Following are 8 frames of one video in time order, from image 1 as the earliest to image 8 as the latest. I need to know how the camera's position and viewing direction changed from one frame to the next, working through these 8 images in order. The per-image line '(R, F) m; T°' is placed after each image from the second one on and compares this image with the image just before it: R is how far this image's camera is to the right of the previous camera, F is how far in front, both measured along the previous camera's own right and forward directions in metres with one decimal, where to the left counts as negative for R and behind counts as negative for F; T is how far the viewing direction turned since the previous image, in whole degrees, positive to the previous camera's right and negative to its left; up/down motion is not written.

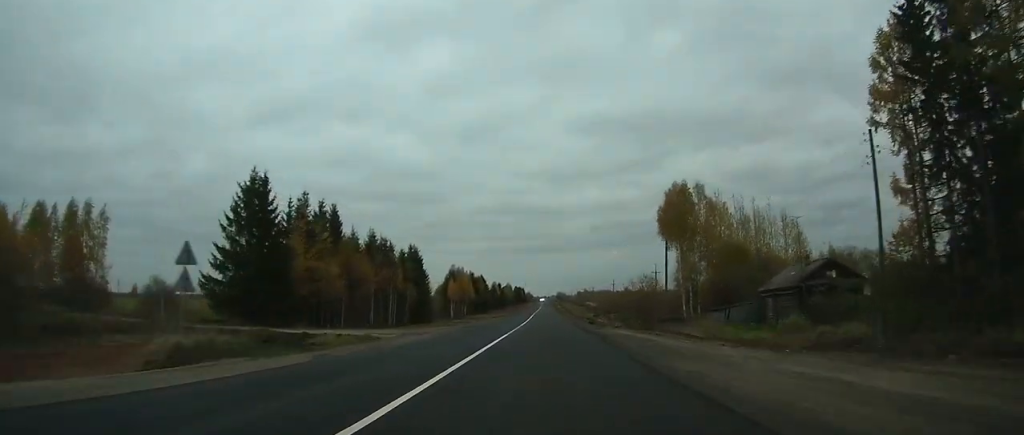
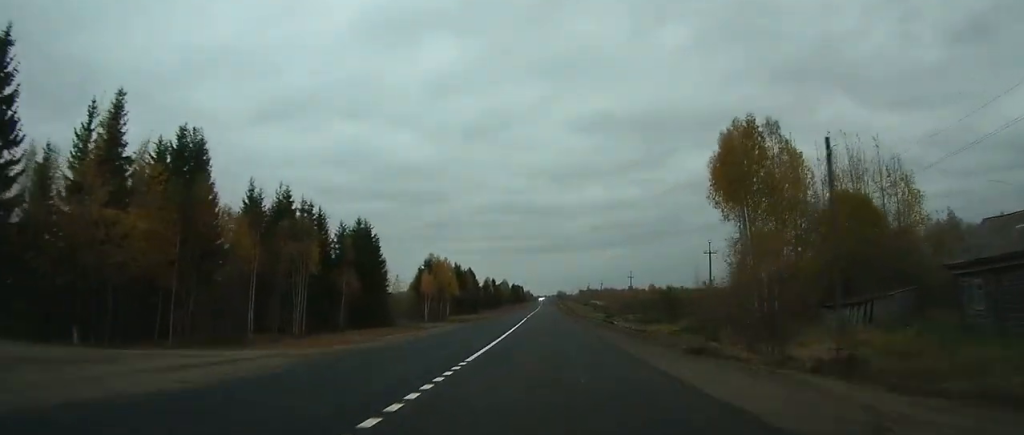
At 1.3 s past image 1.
(0.0, +33.5) m; 0°
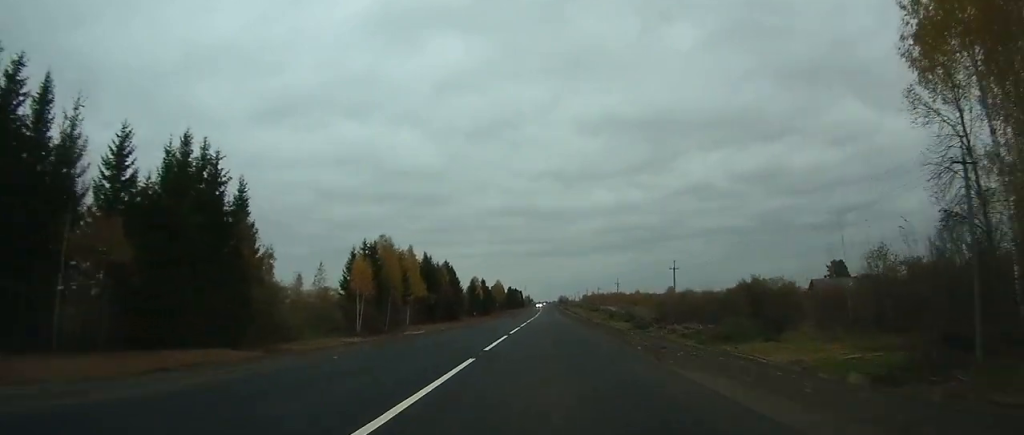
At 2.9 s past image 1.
(0.0, +44.0) m; 0°
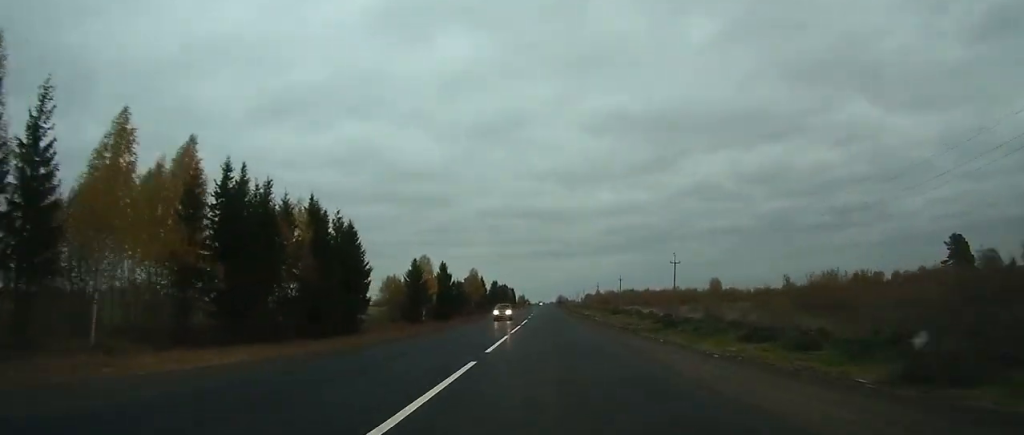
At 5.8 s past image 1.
(+0.1, +72.6) m; 0°
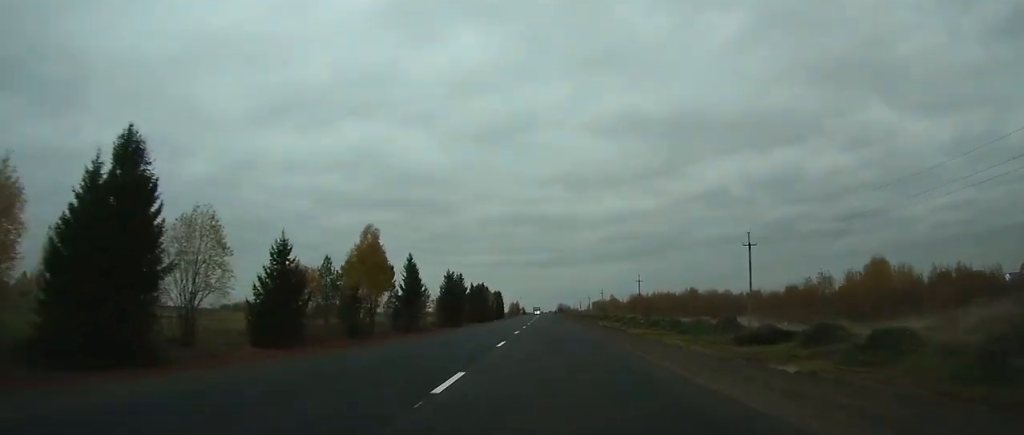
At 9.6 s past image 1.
(+0.1, +96.3) m; 0°
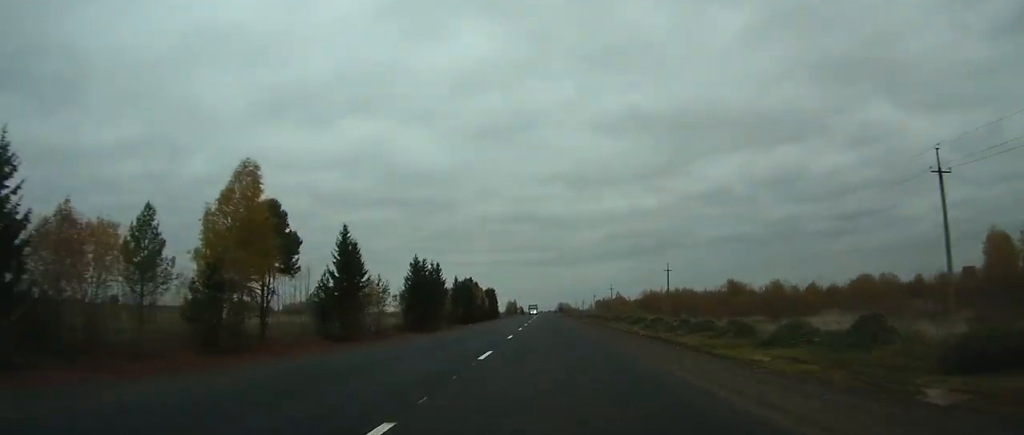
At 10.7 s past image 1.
(0.0, +30.8) m; 0°
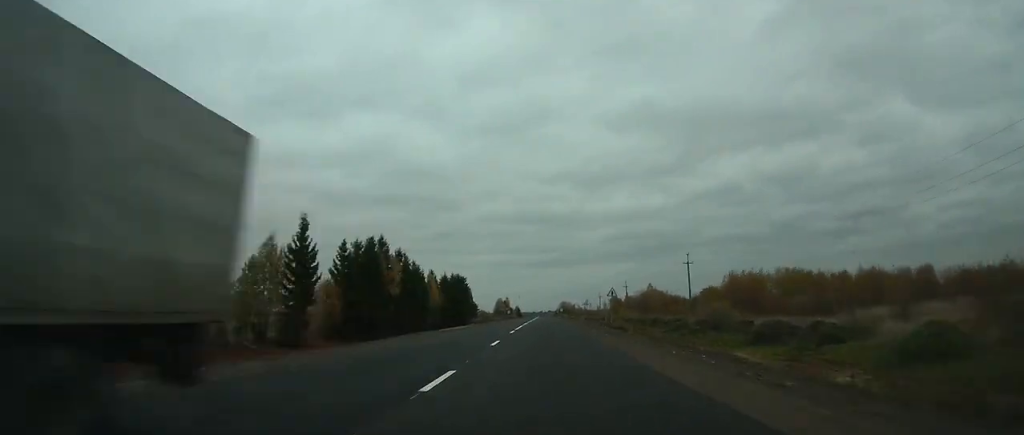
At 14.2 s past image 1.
(0.0, +92.9) m; 0°
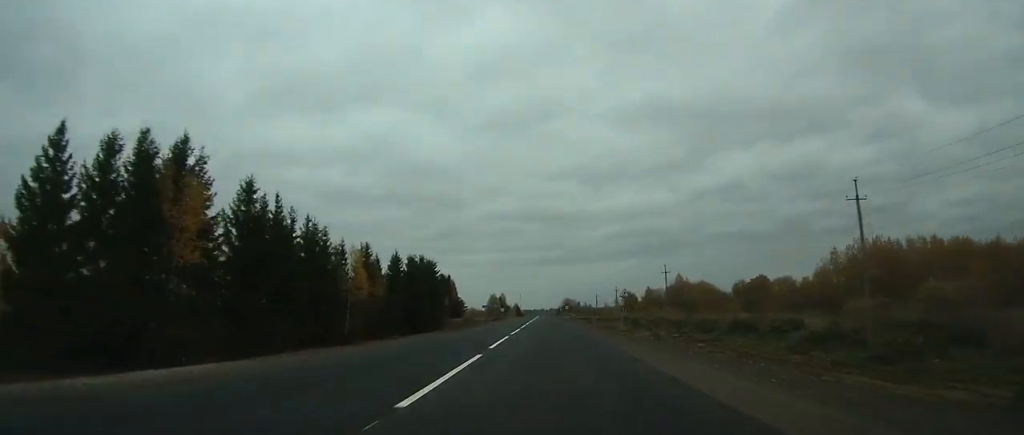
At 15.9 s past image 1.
(-0.2, +42.7) m; 0°
